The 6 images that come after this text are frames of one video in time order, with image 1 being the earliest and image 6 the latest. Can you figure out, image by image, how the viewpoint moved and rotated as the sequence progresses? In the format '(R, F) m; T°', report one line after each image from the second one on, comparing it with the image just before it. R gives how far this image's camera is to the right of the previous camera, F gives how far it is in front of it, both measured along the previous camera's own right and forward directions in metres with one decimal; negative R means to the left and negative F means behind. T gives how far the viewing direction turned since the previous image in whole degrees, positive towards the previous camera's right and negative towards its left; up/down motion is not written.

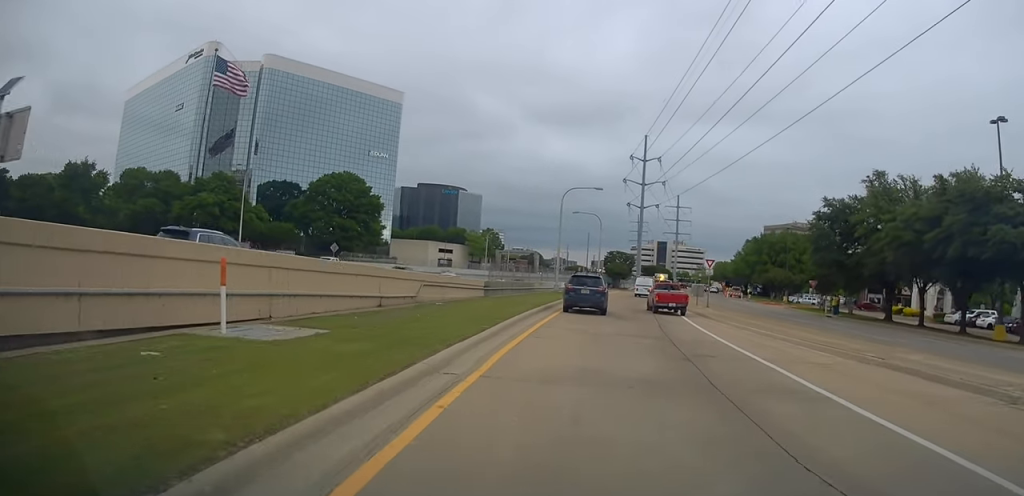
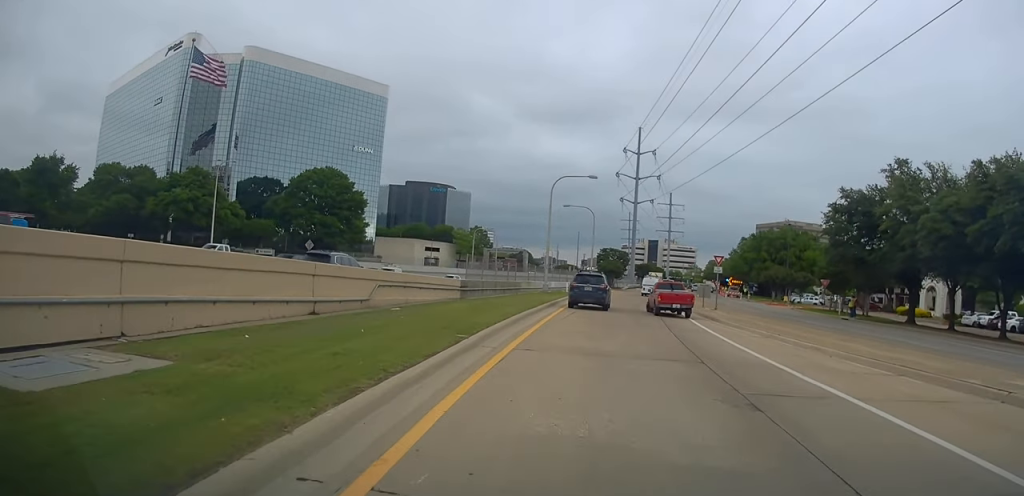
(+0.4, +5.3) m; +1°
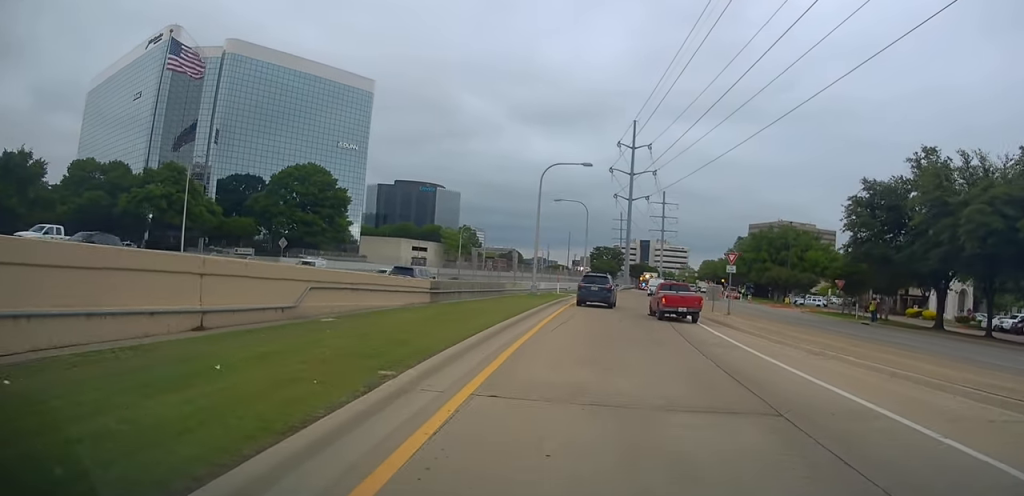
(-0.2, +5.1) m; -1°
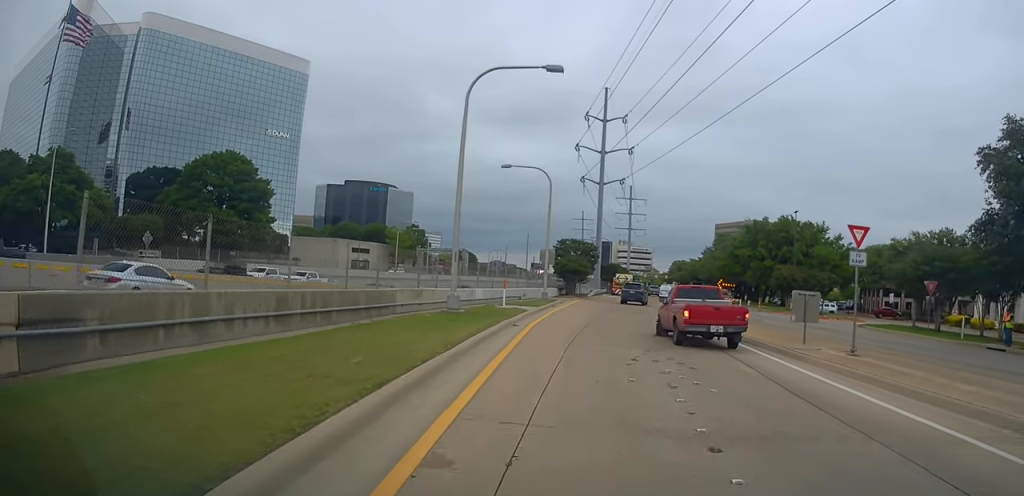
(+0.9, +19.8) m; +7°
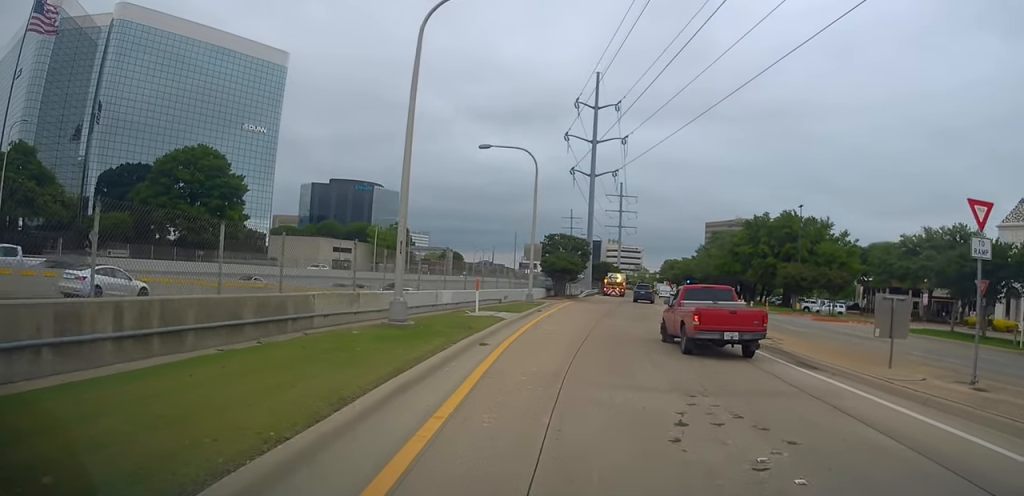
(-0.3, +6.1) m; -3°
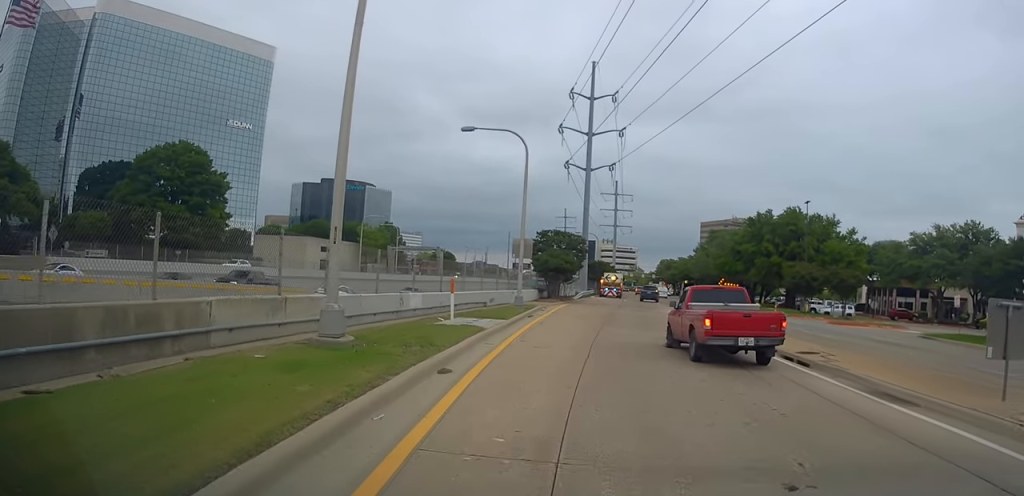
(0.0, +4.2) m; 0°
